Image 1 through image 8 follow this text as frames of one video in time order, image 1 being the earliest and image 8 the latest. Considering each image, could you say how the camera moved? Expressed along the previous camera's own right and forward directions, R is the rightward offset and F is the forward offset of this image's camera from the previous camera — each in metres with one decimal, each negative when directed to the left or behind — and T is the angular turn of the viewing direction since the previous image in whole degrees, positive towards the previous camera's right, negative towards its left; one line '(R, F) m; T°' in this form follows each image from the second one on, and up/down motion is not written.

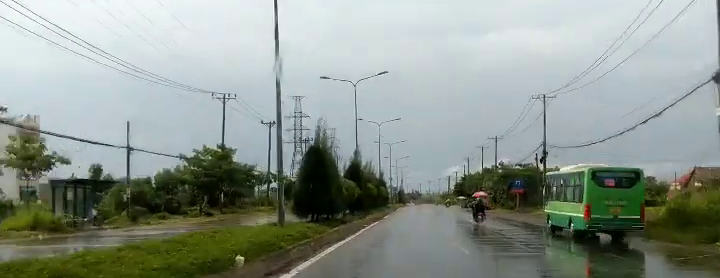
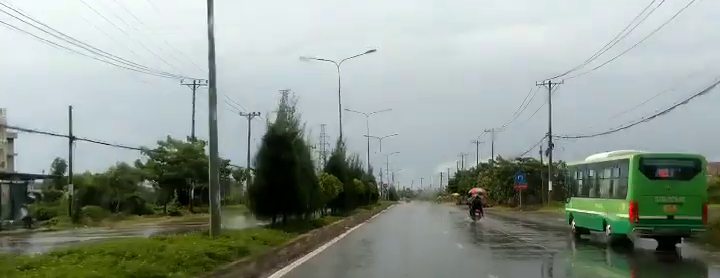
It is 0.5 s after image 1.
(+0.1, +7.1) m; 0°
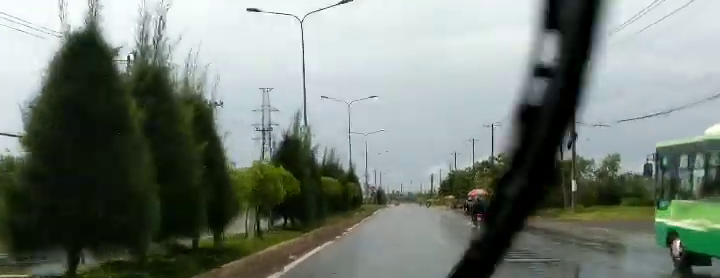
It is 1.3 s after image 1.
(-0.5, +12.8) m; -1°
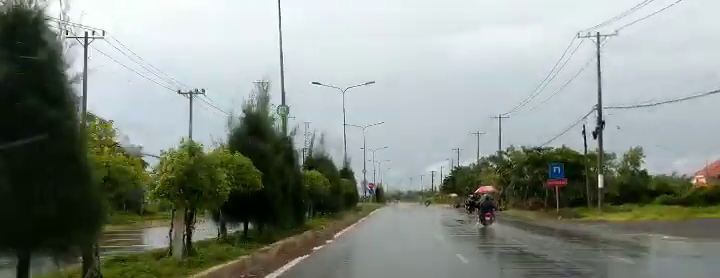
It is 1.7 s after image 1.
(+0.1, +6.8) m; 0°
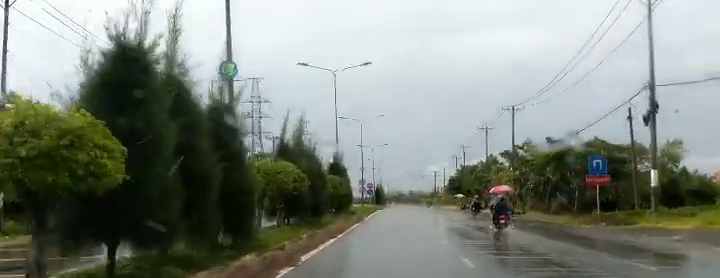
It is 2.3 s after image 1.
(+0.2, +8.9) m; 0°
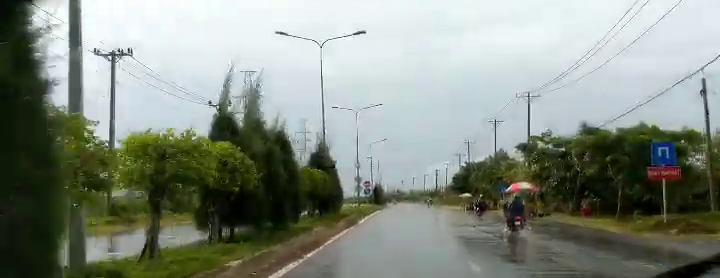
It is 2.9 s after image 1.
(-0.3, +9.2) m; -2°
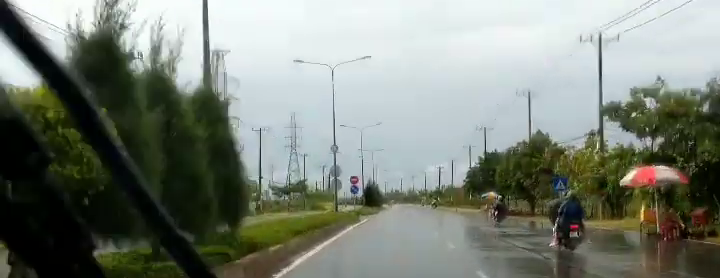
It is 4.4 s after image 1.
(-0.6, +25.5) m; +1°
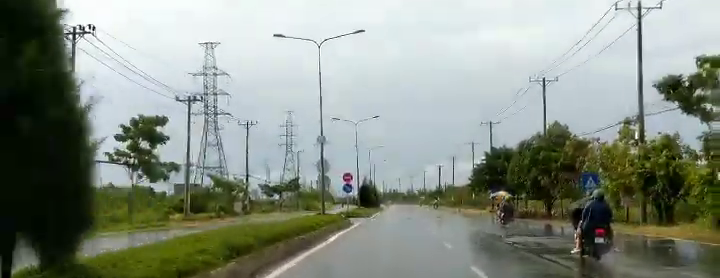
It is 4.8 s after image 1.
(+0.4, +7.9) m; +1°
